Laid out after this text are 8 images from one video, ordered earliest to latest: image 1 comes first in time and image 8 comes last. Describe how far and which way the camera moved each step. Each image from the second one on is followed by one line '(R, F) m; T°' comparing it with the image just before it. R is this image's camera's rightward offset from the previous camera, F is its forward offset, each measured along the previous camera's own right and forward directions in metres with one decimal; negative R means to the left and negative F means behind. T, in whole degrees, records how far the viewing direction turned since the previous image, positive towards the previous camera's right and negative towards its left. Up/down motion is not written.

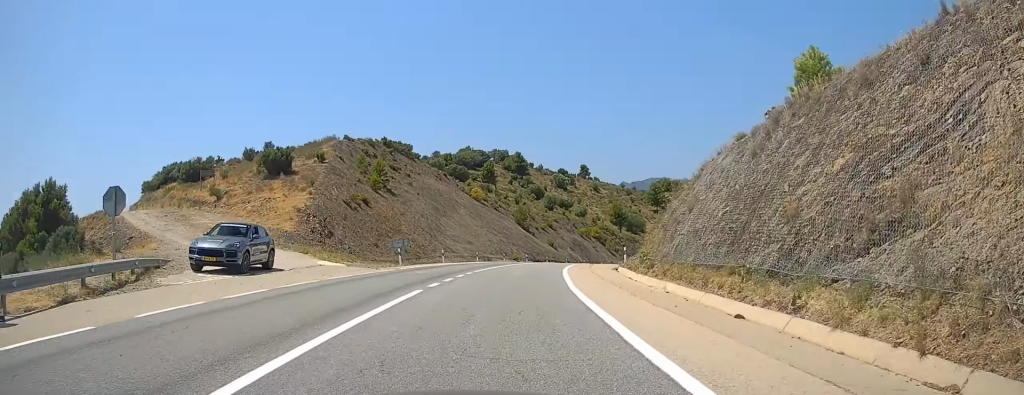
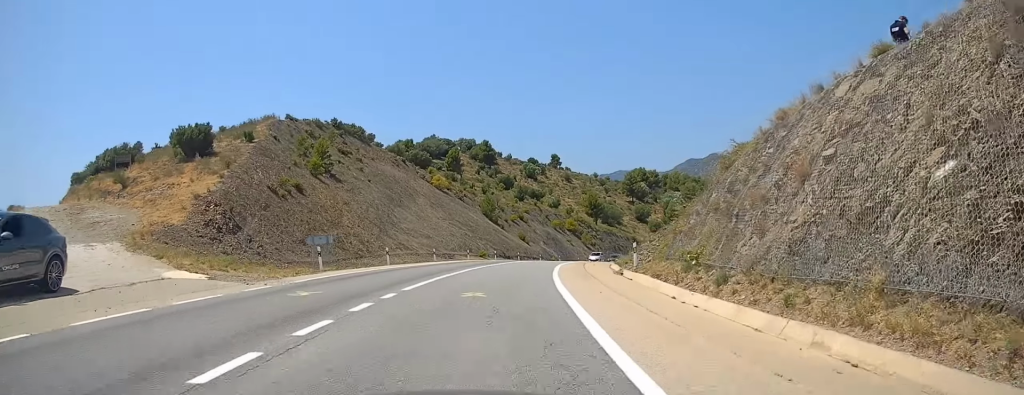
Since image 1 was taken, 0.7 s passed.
(+0.2, +11.1) m; +3°
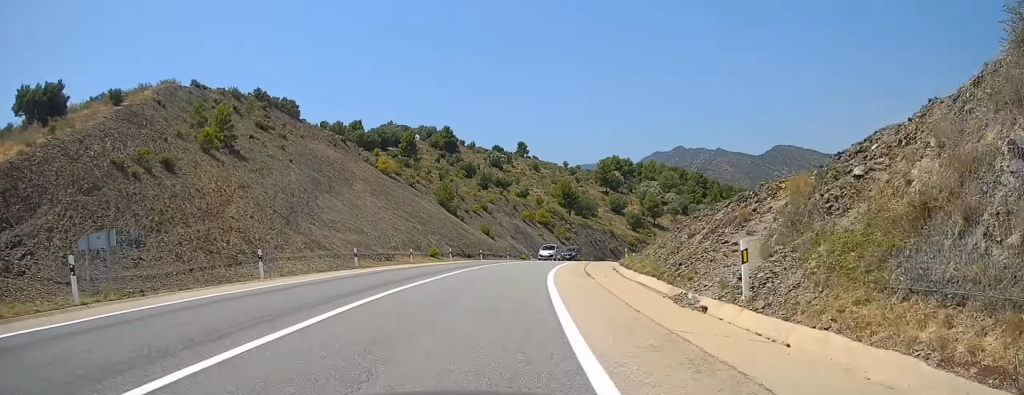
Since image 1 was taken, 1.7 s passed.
(+0.6, +15.5) m; +5°
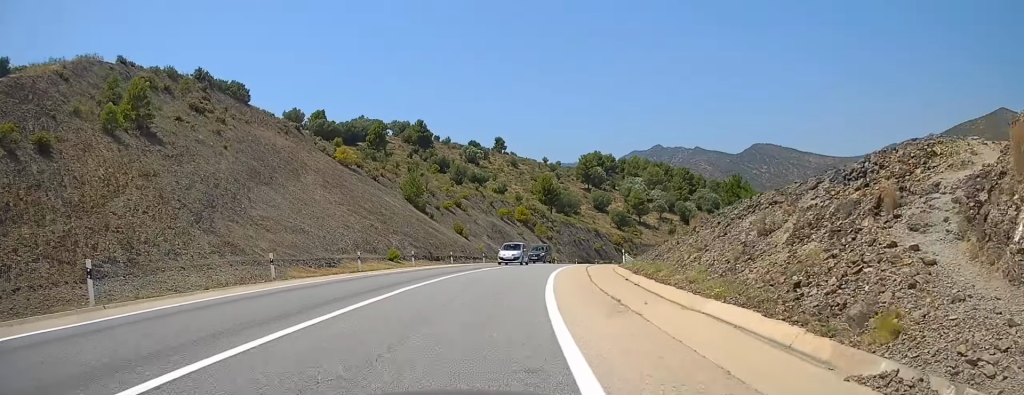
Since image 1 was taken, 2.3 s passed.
(+0.5, +9.3) m; +2°
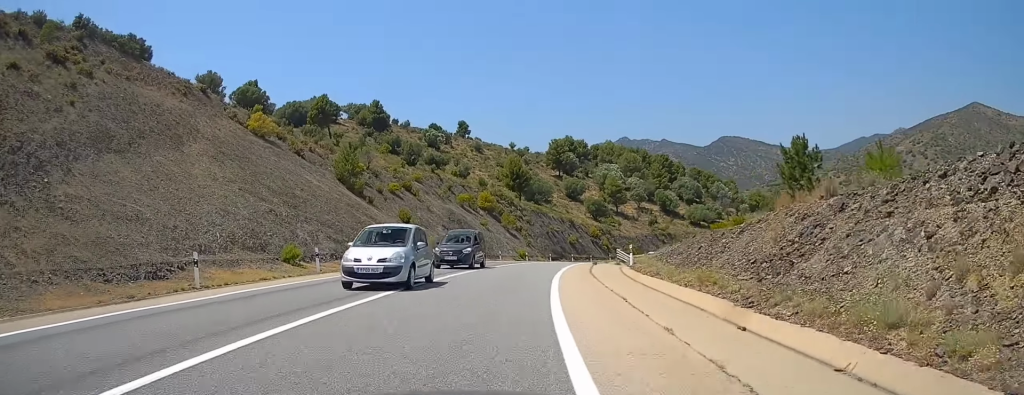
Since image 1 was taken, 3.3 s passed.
(+0.3, +15.2) m; +2°
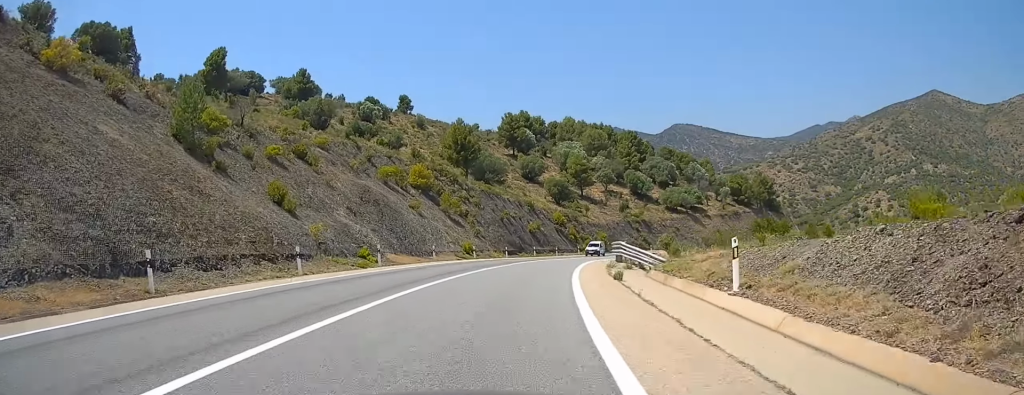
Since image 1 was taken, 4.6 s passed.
(+0.5, +21.4) m; +4°
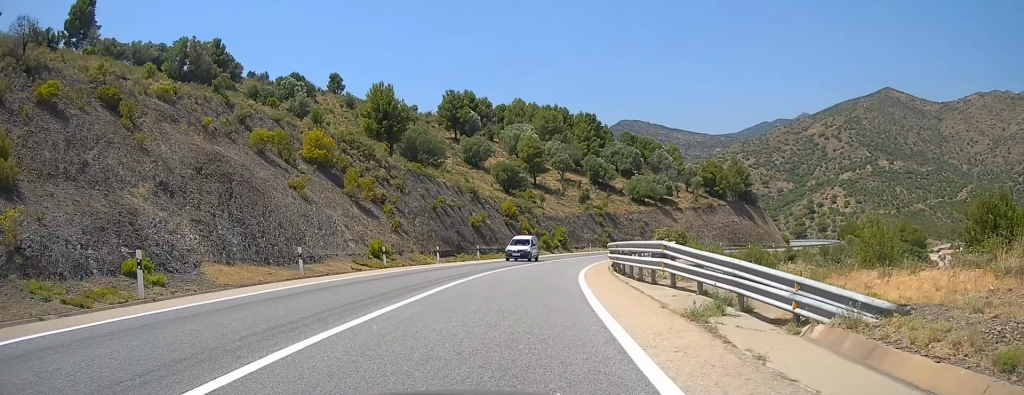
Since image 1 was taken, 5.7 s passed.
(+0.7, +18.3) m; +4°
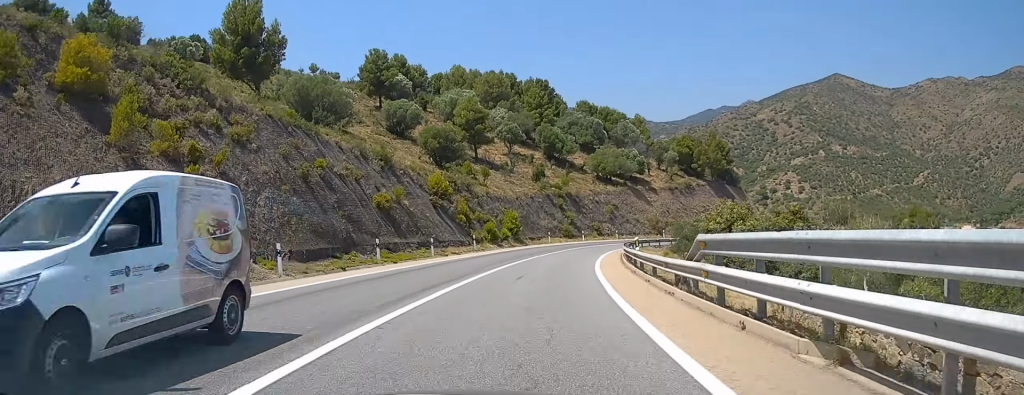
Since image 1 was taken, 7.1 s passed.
(+1.2, +21.8) m; +6°
